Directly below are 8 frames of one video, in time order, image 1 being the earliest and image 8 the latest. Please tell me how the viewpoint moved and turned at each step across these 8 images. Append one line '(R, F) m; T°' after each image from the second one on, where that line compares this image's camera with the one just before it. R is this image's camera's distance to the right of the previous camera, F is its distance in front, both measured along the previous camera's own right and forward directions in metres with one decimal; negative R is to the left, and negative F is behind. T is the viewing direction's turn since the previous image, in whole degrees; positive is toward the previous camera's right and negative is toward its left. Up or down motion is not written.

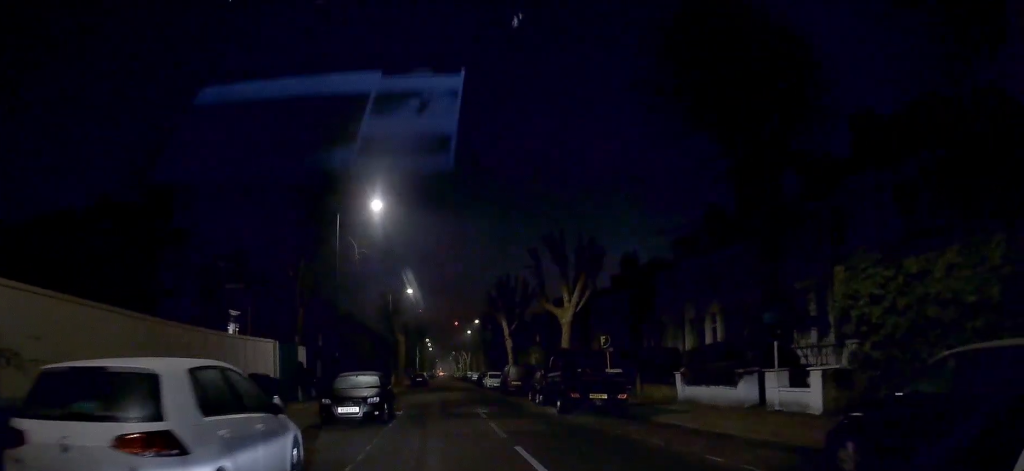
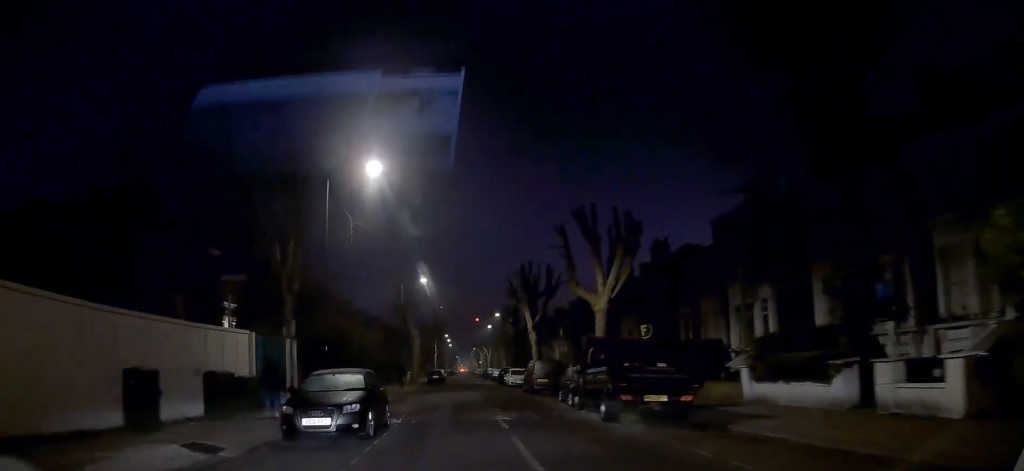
(-0.2, +4.5) m; -1°
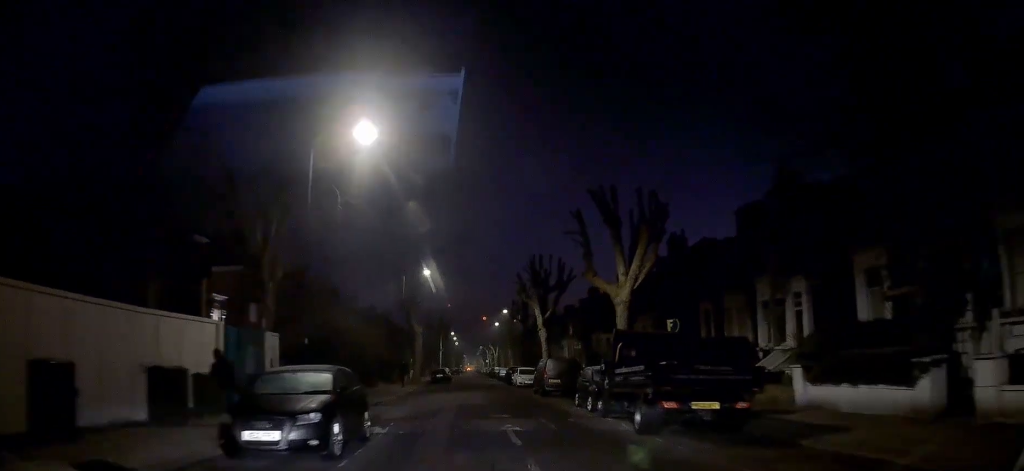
(-0.1, +2.9) m; 0°
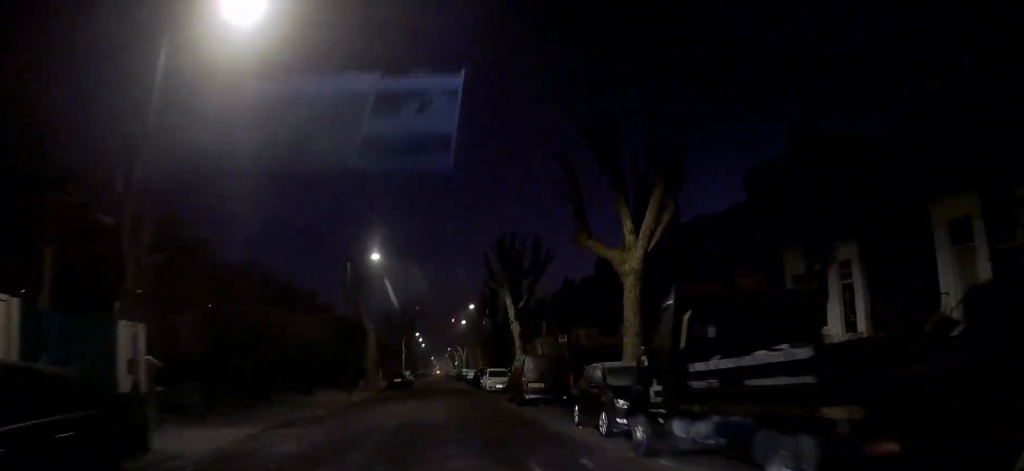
(+0.1, +7.0) m; +1°
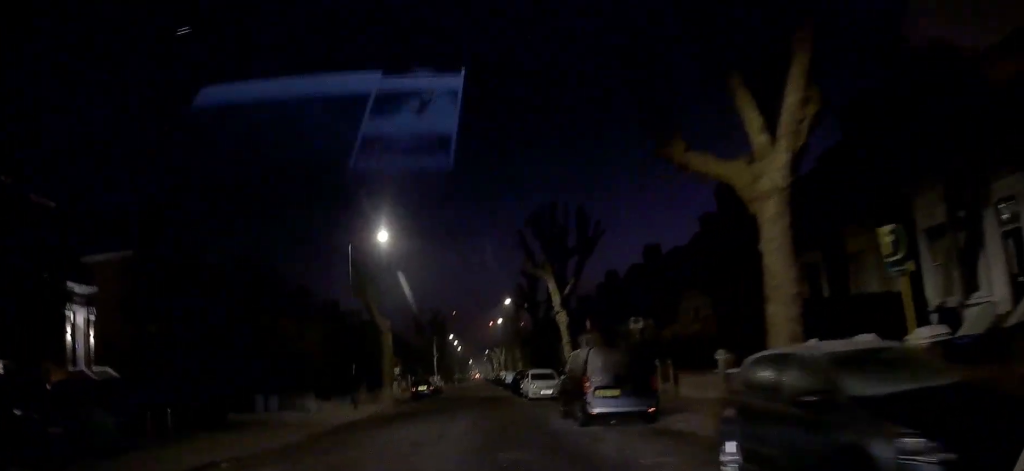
(0.0, +7.5) m; -1°
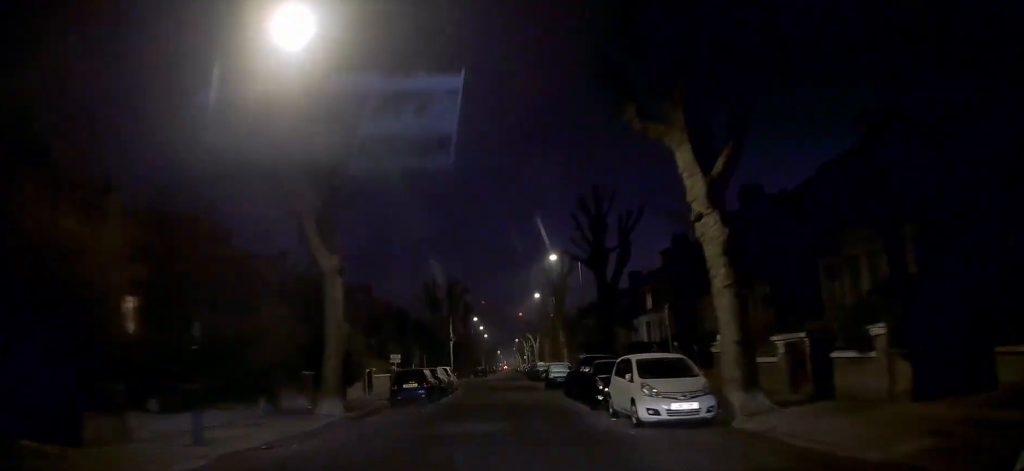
(-0.5, +18.2) m; -2°
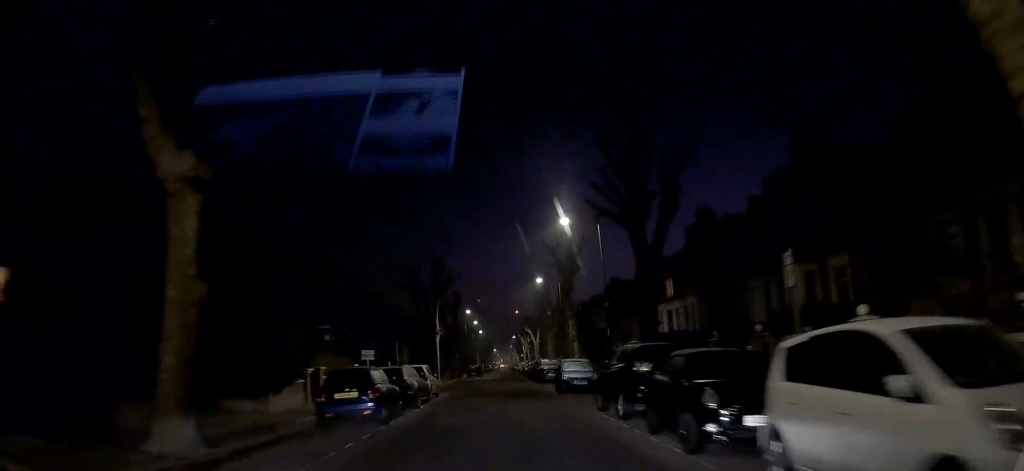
(0.0, +9.5) m; -1°
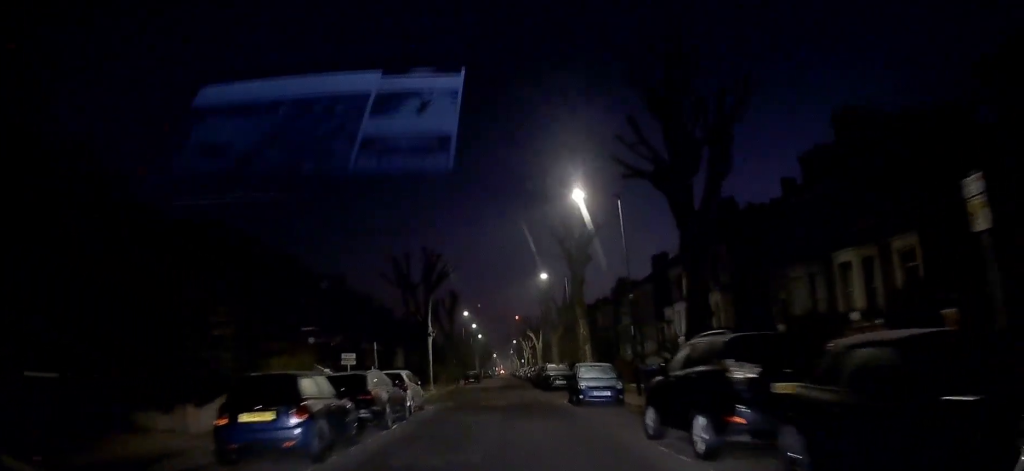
(-0.2, +5.5) m; 0°
